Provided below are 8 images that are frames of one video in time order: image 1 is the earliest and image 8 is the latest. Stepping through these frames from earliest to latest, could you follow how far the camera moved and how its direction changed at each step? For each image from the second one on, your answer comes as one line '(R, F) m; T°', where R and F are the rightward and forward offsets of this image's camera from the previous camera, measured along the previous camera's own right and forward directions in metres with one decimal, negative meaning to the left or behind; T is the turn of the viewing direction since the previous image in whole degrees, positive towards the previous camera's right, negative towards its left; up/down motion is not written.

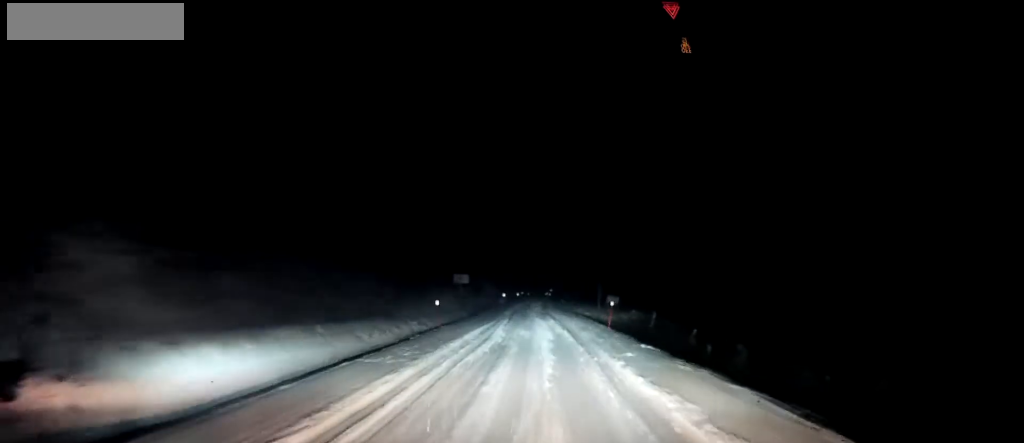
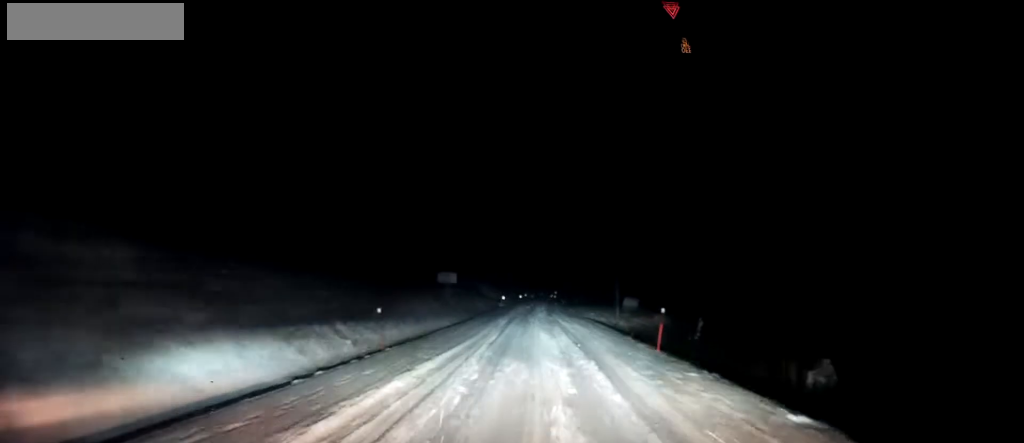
(0.0, +10.2) m; -1°
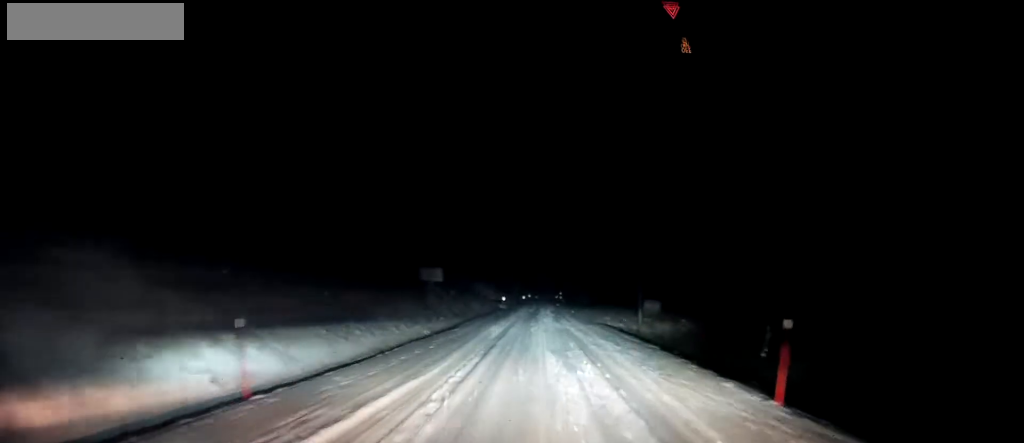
(+0.1, +7.9) m; 0°
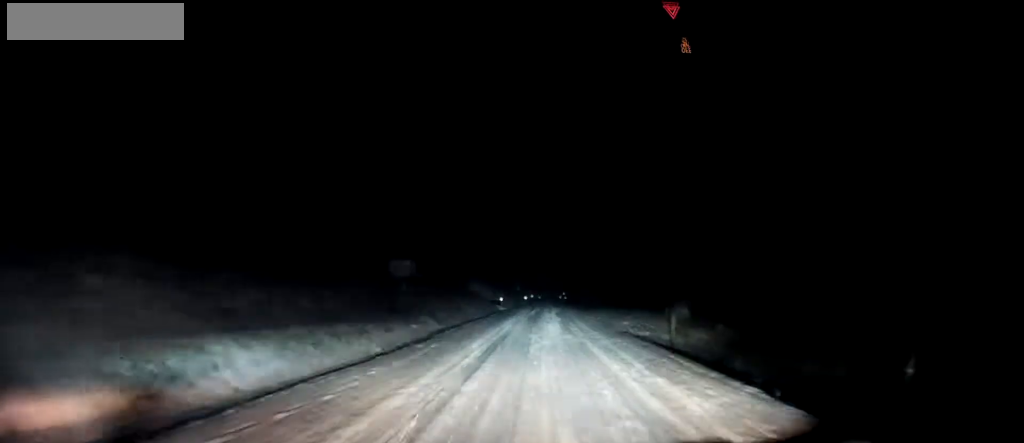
(-0.3, +8.2) m; 0°
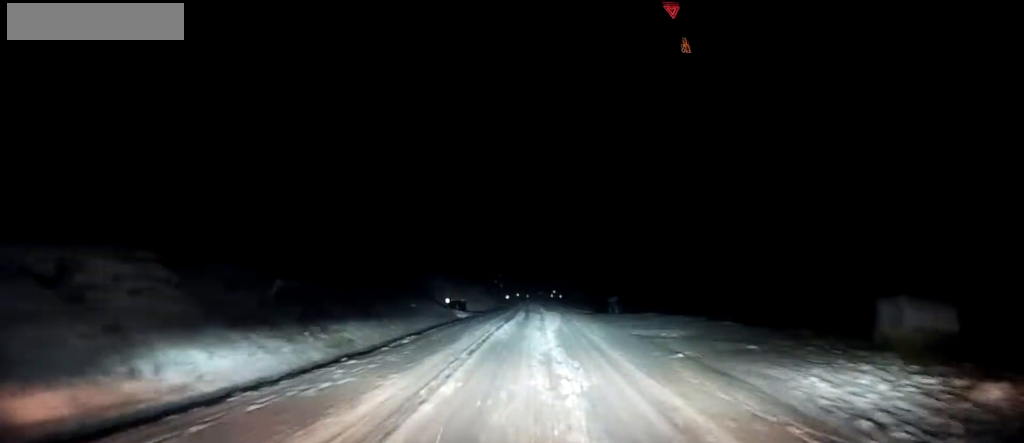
(+1.1, +25.5) m; +3°
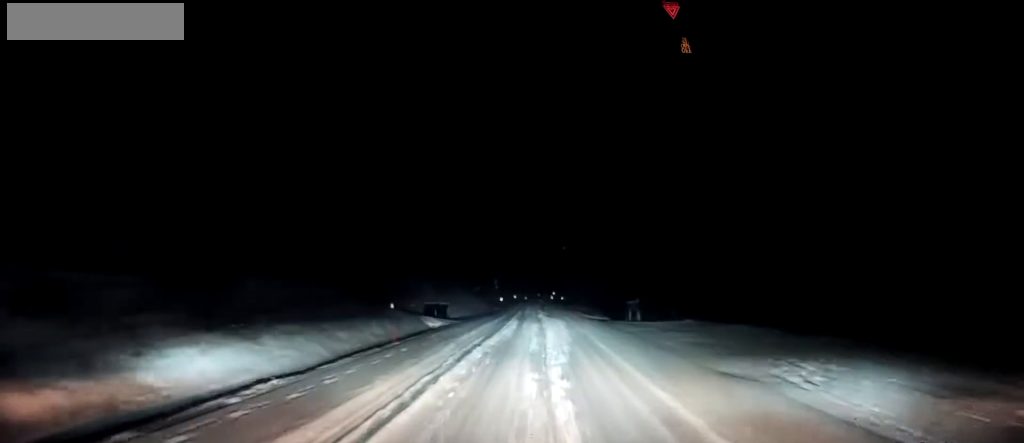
(0.0, +10.0) m; 0°
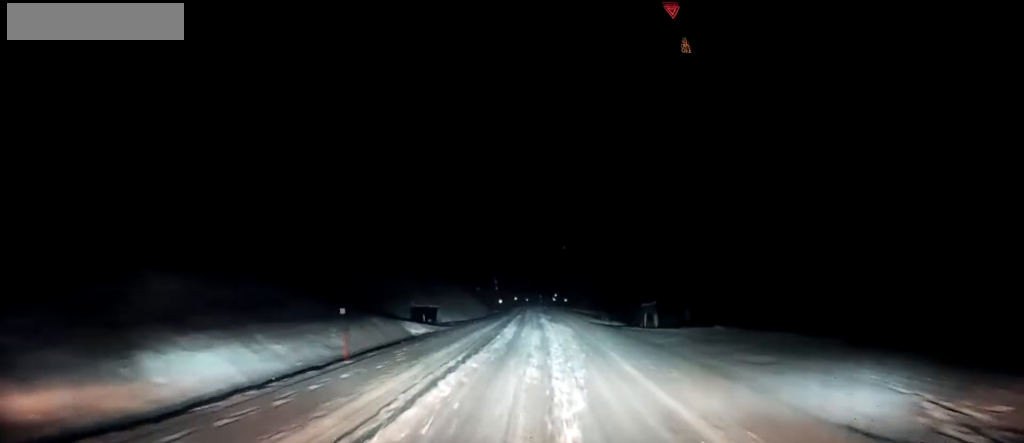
(0.0, +4.5) m; 0°
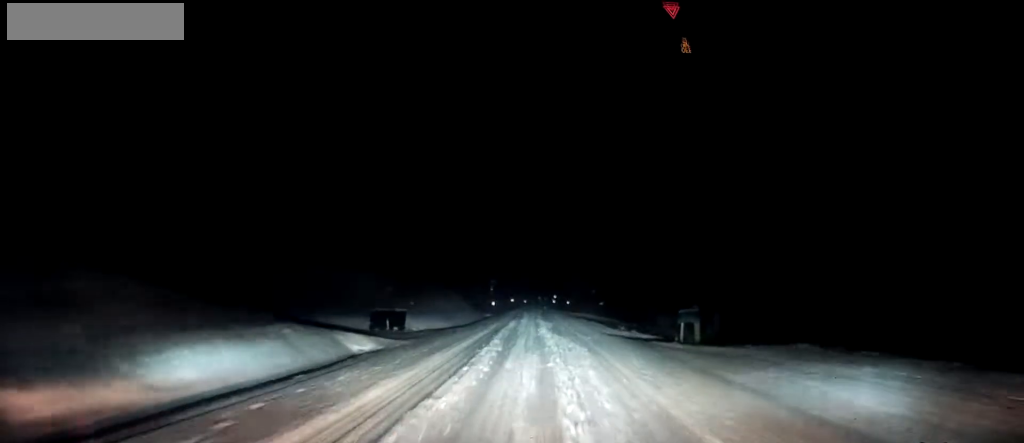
(0.0, +8.0) m; 0°
